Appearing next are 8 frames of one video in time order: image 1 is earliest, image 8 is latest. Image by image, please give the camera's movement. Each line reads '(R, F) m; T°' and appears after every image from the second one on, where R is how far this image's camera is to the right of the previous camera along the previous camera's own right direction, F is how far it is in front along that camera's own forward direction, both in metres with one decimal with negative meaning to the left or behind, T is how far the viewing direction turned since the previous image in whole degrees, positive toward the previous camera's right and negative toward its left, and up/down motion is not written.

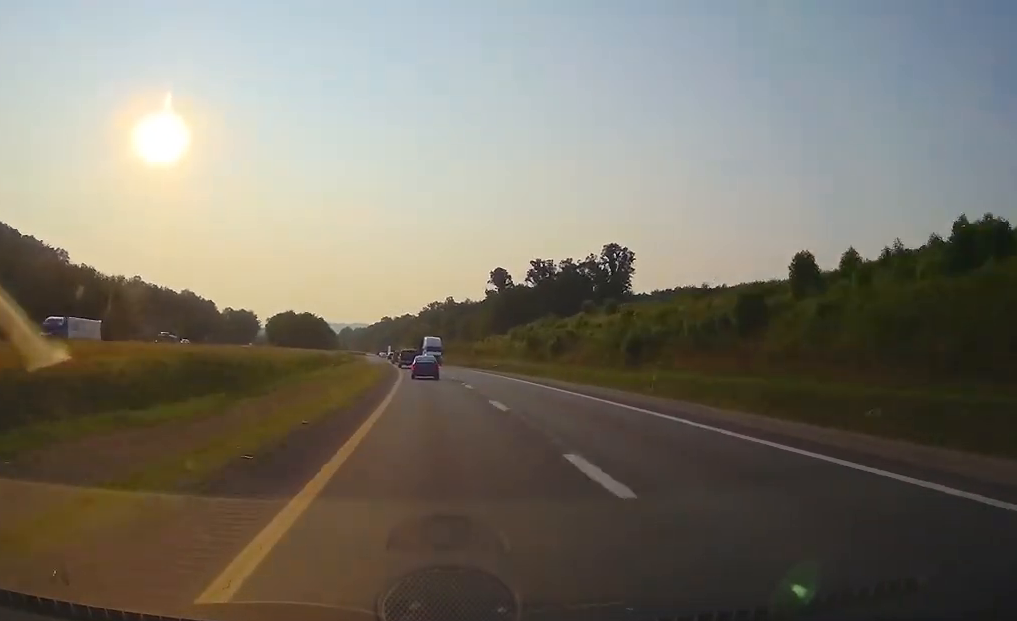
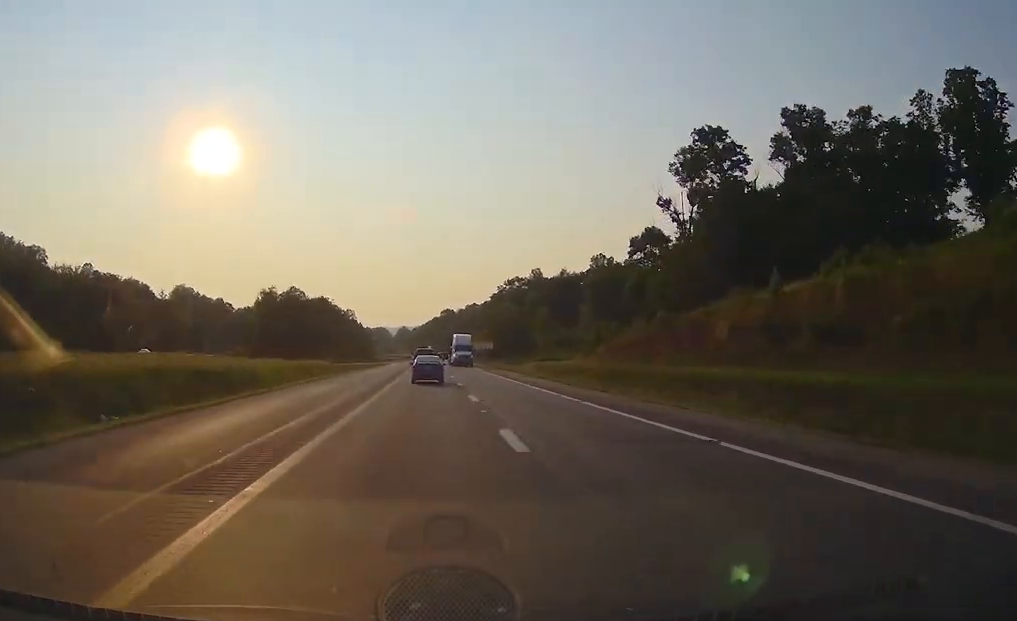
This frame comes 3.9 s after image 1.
(-6.2, +128.3) m; -4°
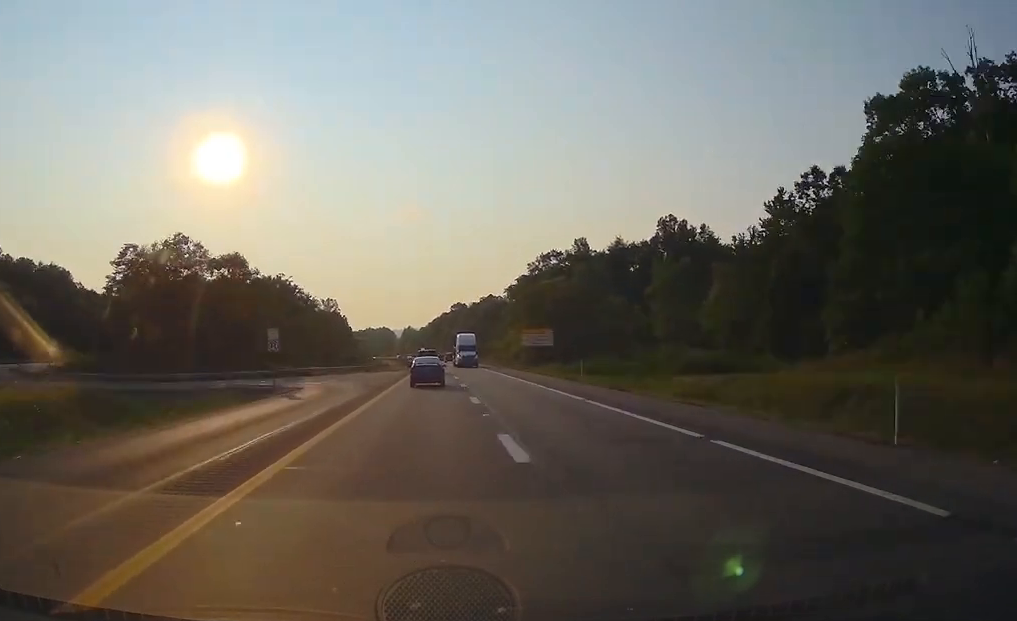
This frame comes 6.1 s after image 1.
(-1.1, +74.6) m; -2°
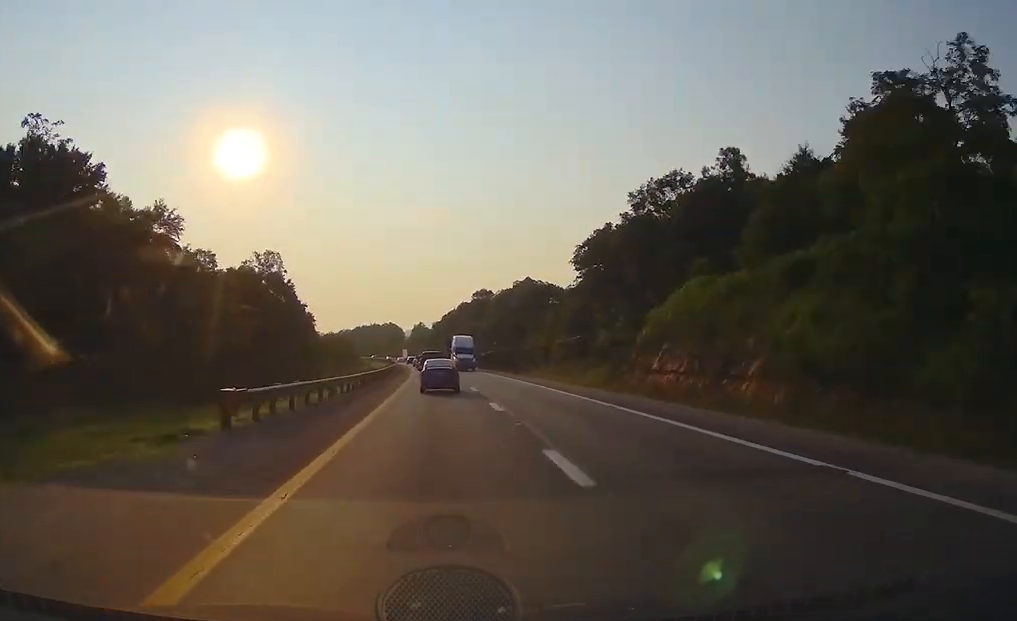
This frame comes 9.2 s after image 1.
(-0.6, +100.3) m; -2°
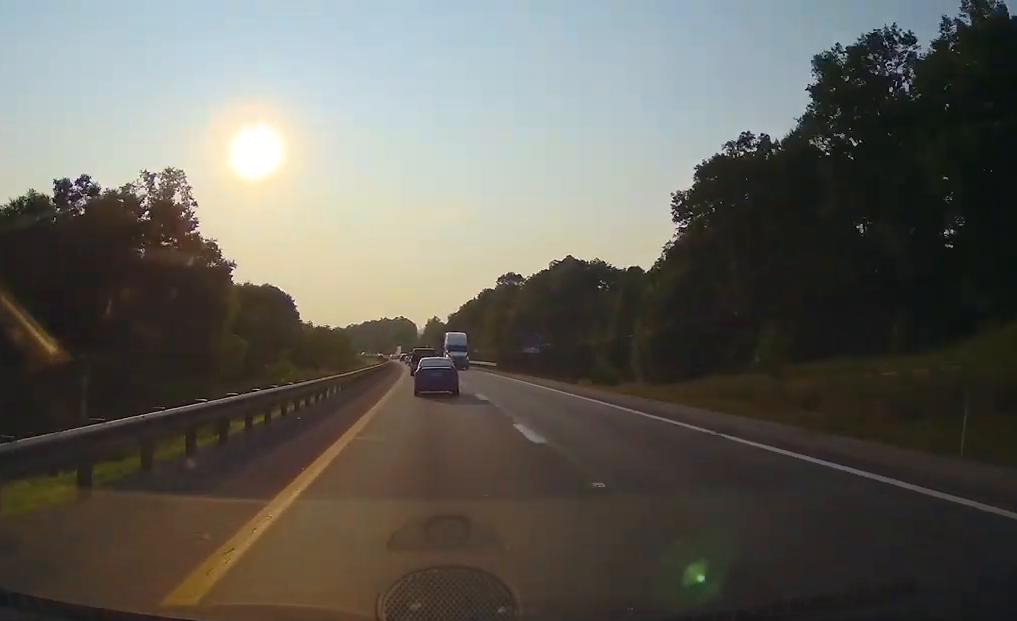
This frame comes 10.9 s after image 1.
(-1.2, +56.3) m; -2°
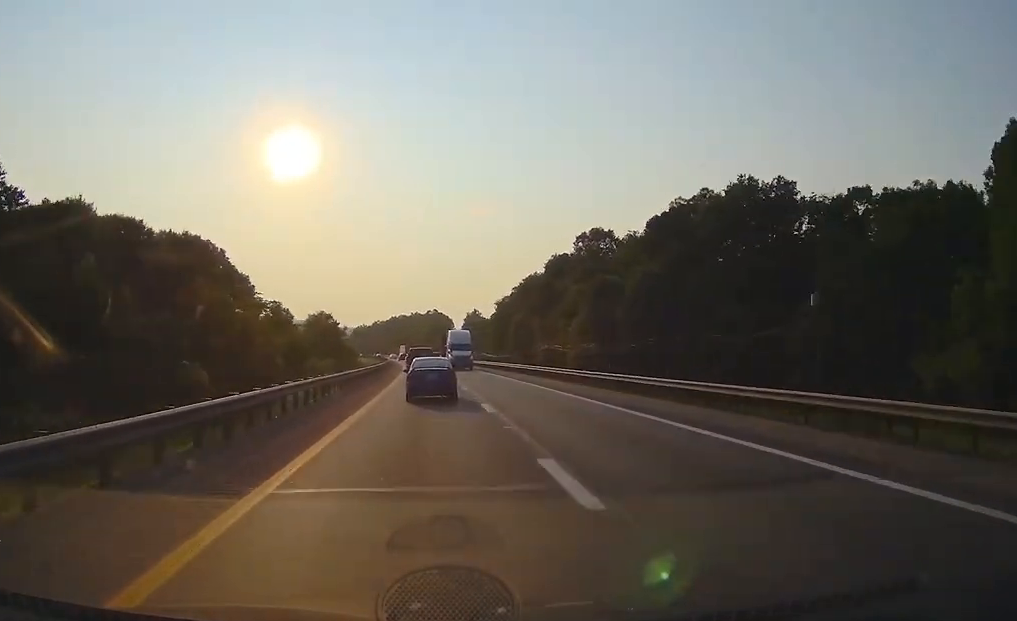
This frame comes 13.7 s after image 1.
(-1.3, +90.6) m; -3°
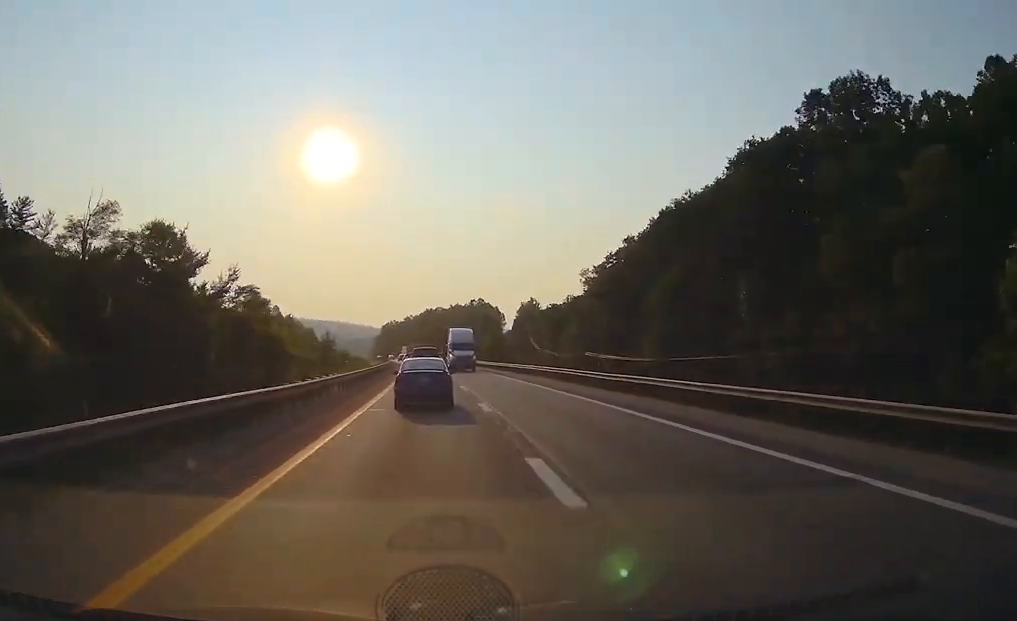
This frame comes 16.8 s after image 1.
(-2.0, +98.9) m; -4°
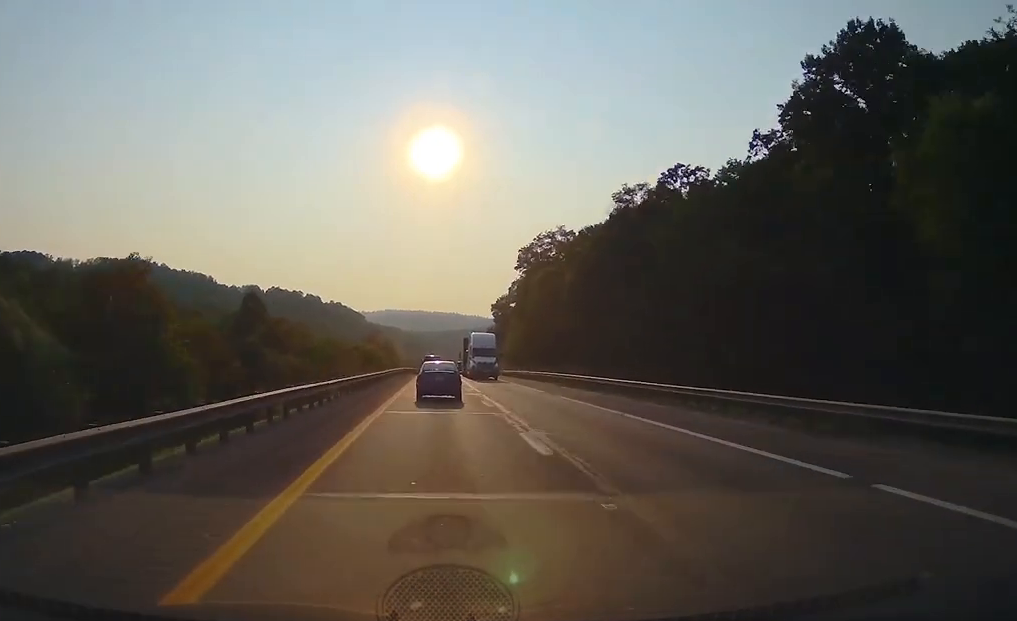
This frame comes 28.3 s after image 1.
(-35.3, +366.7) m; -8°
